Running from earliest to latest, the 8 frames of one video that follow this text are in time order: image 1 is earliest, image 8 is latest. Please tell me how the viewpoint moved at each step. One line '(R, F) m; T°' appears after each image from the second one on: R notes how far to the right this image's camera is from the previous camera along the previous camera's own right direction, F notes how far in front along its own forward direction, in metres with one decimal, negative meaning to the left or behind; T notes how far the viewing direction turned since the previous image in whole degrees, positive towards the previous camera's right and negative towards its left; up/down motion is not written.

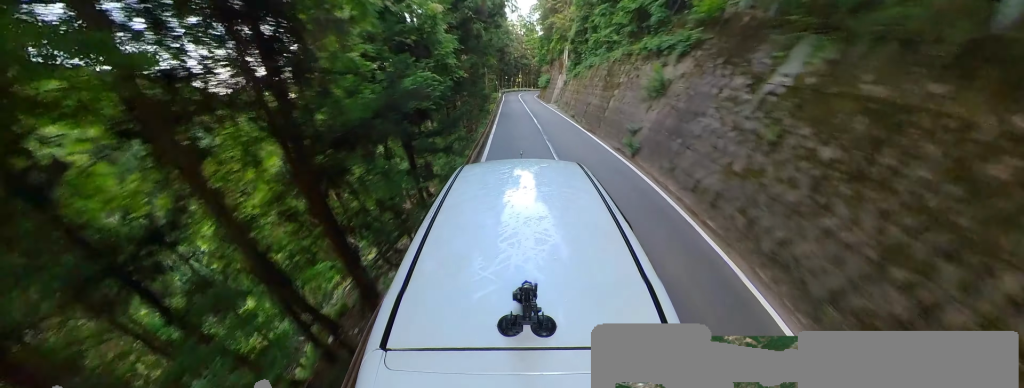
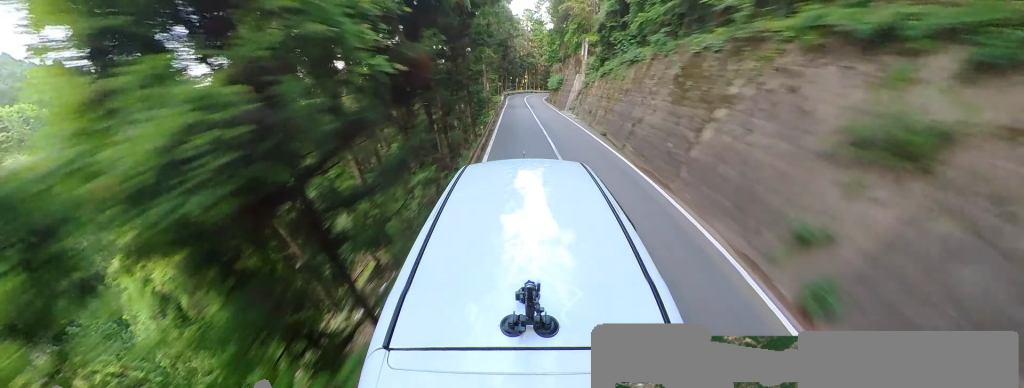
(+0.1, +7.0) m; -3°
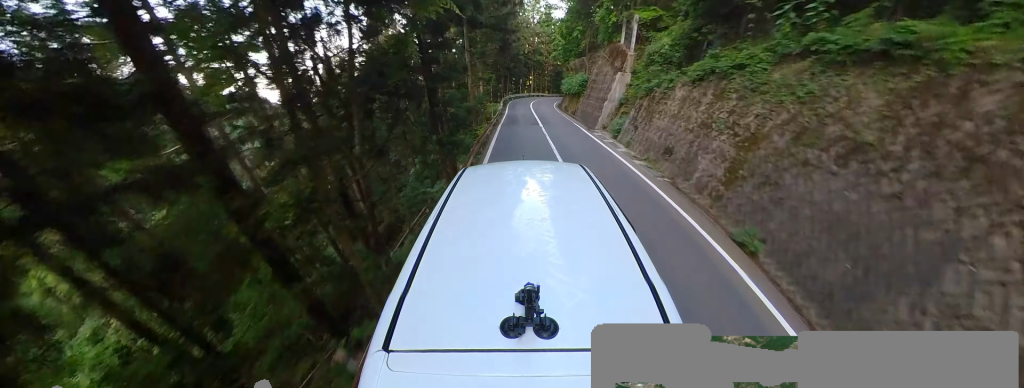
(-0.6, +10.5) m; 0°
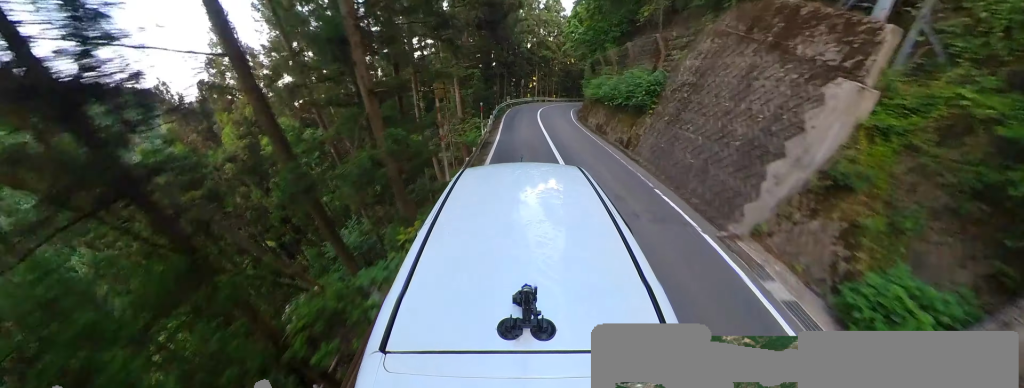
(+0.7, +12.7) m; +3°
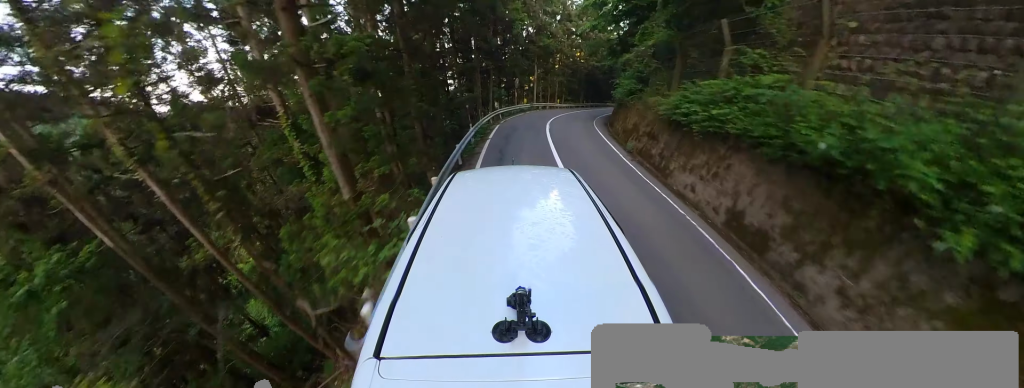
(-0.3, +13.1) m; -3°
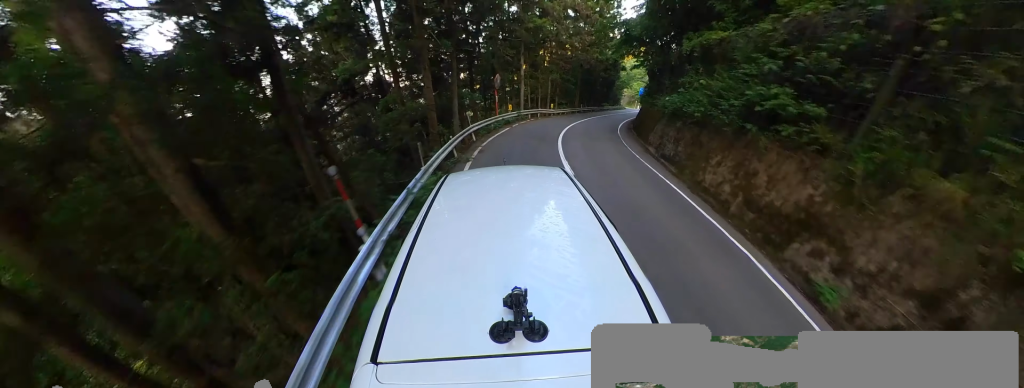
(-0.3, +10.5) m; +5°
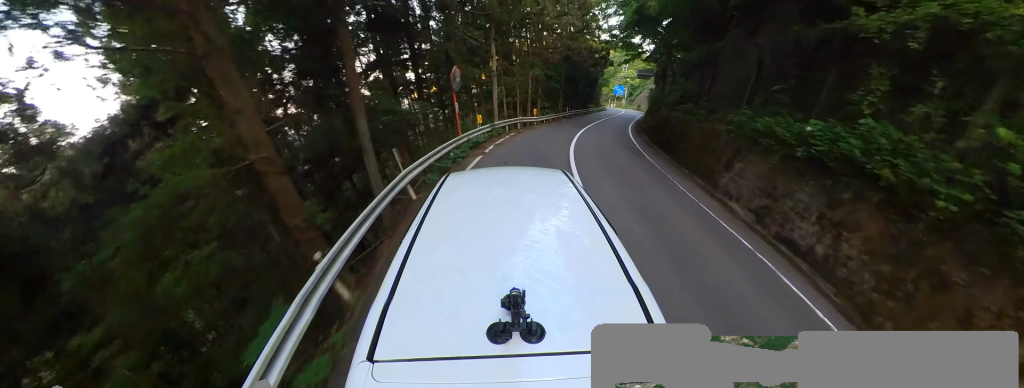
(+0.2, +8.1) m; +12°
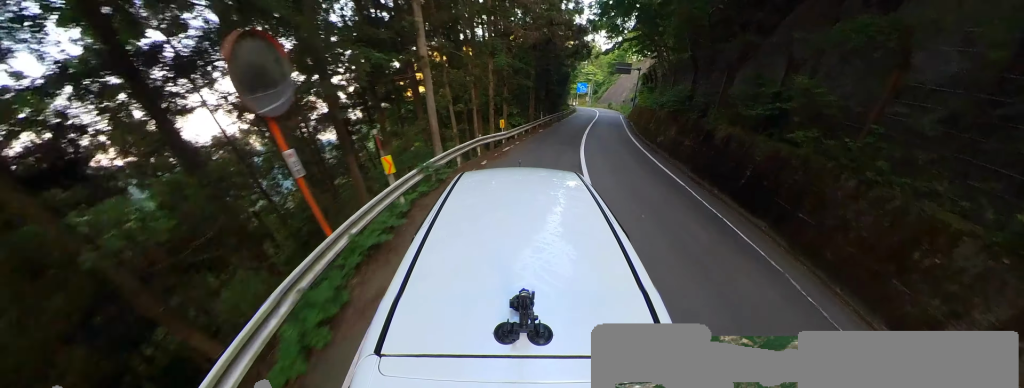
(+1.8, +8.1) m; +7°
